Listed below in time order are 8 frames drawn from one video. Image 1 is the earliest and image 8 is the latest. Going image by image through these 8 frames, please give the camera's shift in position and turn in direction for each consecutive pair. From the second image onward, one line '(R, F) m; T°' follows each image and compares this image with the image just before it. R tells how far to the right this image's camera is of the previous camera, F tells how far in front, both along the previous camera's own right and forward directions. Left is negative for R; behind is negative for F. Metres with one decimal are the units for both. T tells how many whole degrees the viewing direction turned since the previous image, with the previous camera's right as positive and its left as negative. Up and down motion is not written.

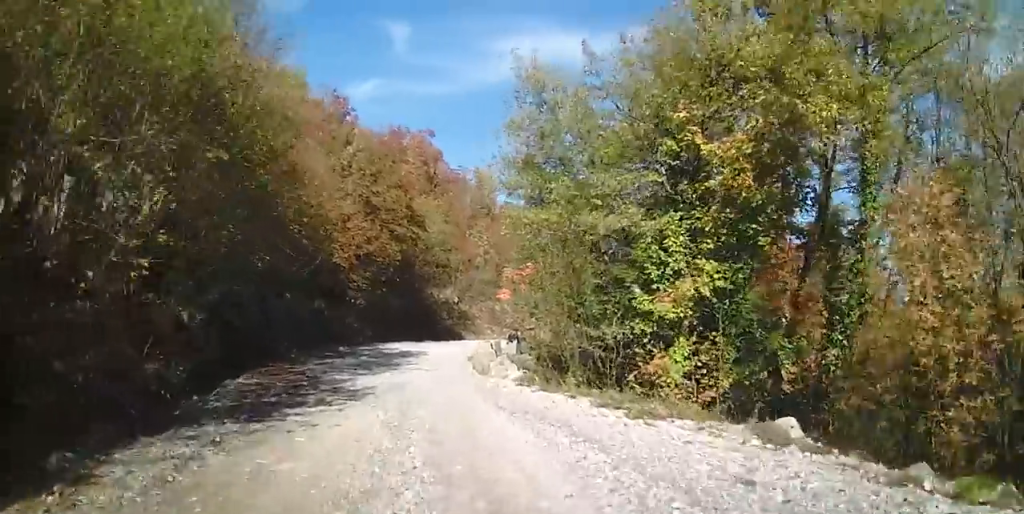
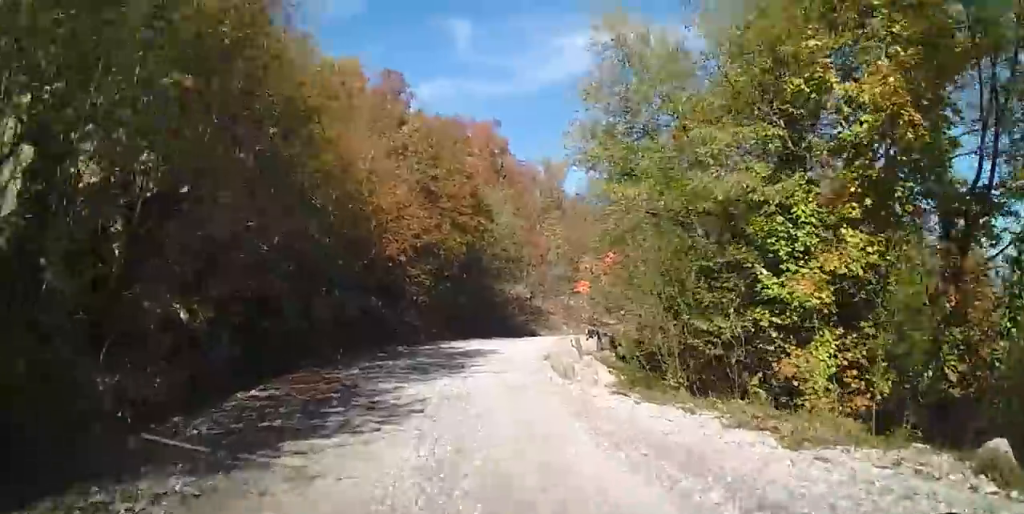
(-0.2, +2.6) m; -3°
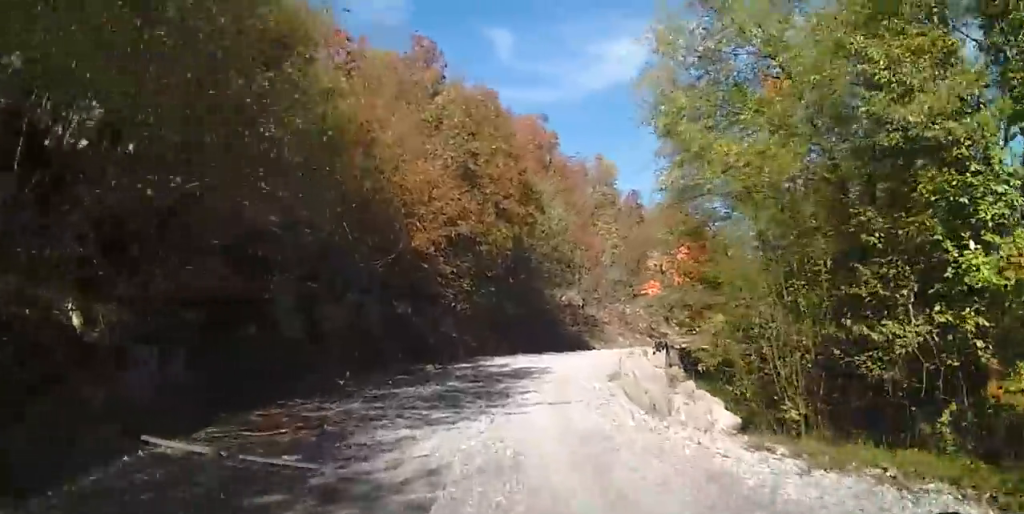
(-0.1, +3.5) m; -1°
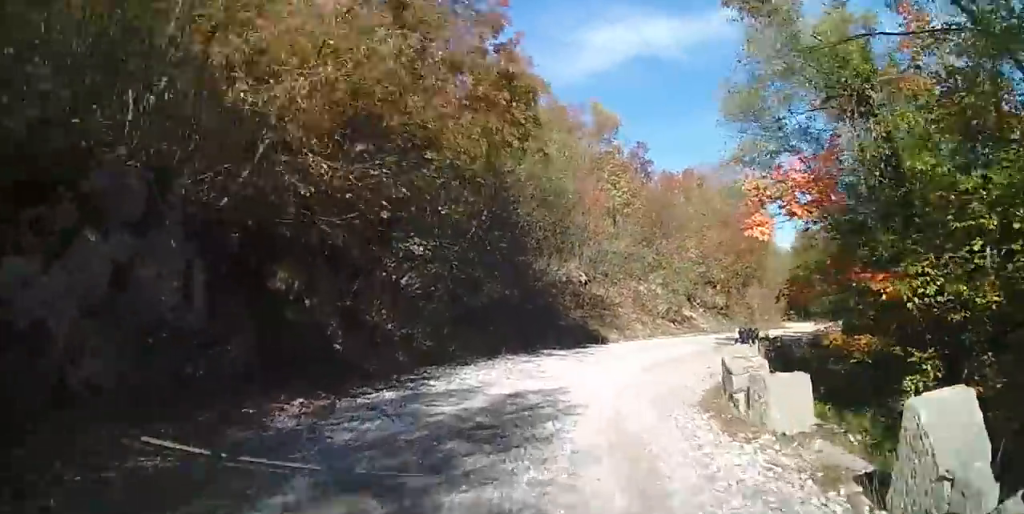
(0.0, +8.5) m; 0°
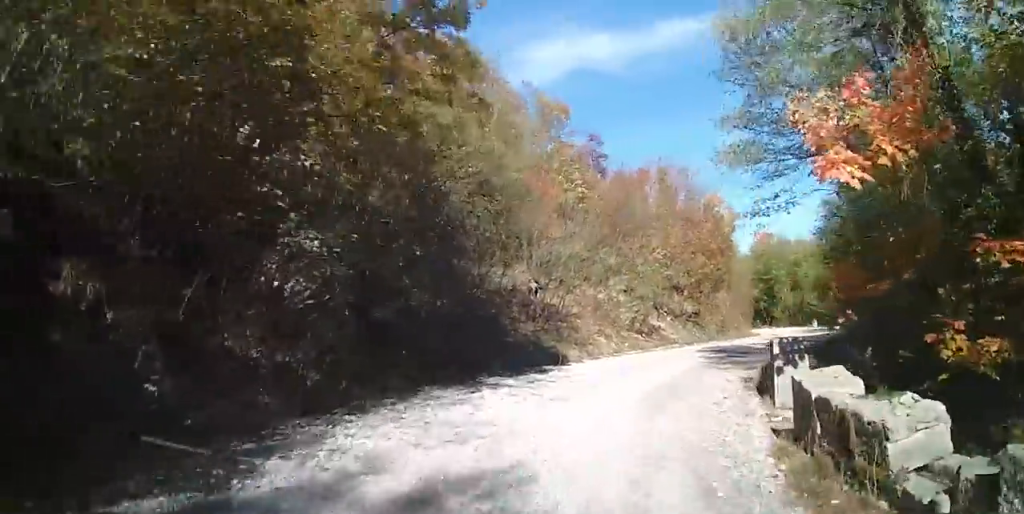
(0.0, +4.1) m; +6°
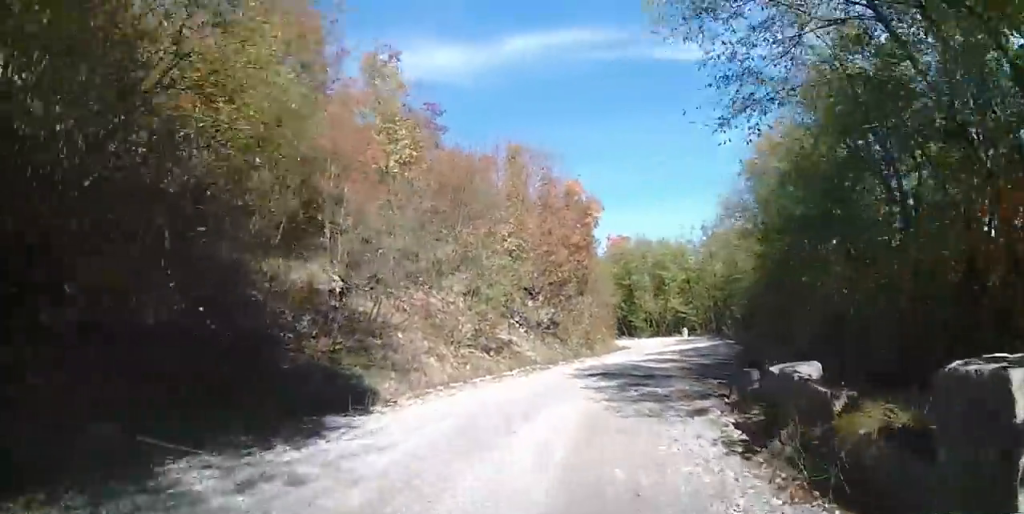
(+0.6, +6.1) m; +14°
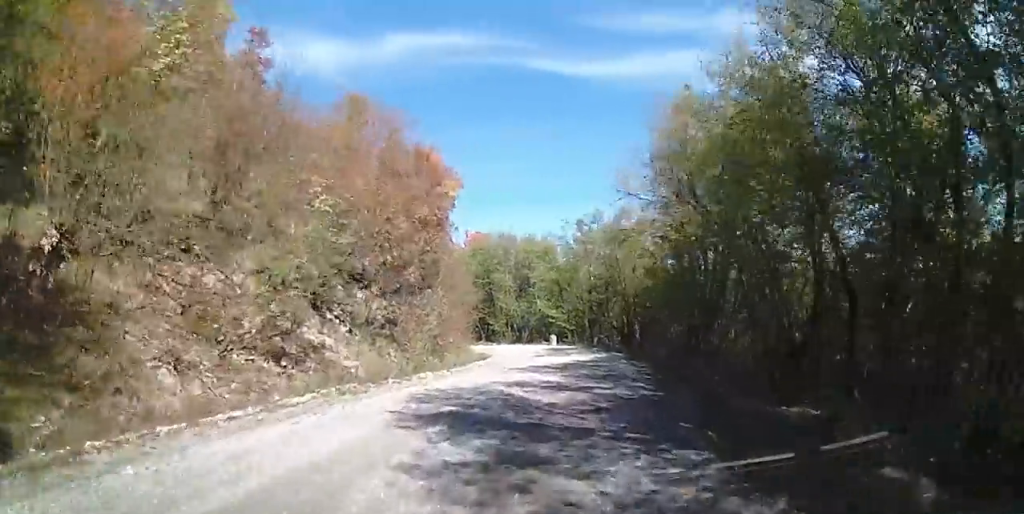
(+1.0, +6.3) m; +11°
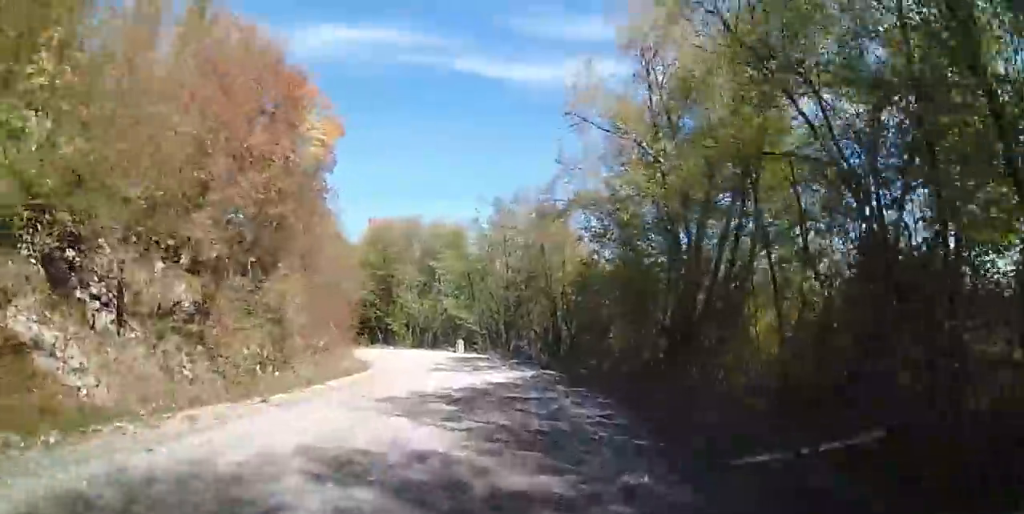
(+0.2, +6.9) m; +2°
